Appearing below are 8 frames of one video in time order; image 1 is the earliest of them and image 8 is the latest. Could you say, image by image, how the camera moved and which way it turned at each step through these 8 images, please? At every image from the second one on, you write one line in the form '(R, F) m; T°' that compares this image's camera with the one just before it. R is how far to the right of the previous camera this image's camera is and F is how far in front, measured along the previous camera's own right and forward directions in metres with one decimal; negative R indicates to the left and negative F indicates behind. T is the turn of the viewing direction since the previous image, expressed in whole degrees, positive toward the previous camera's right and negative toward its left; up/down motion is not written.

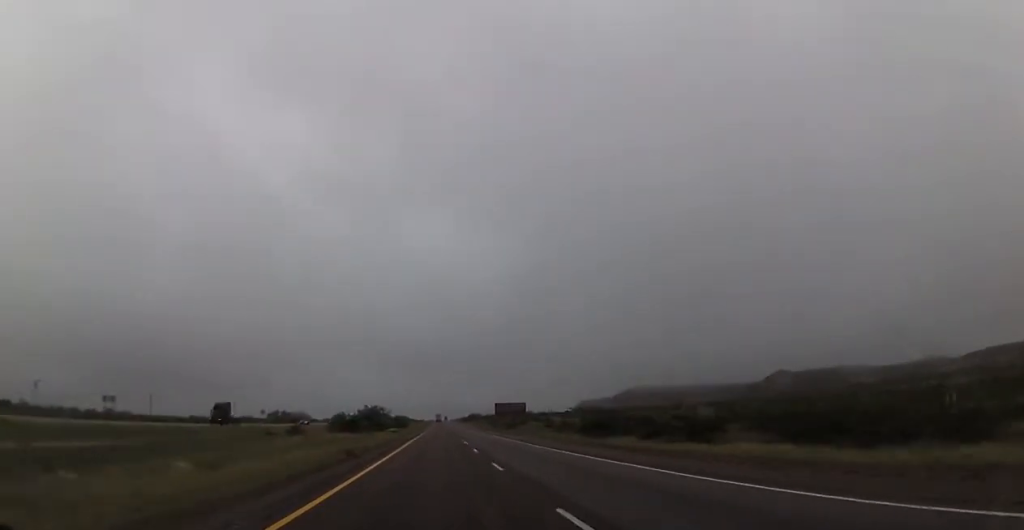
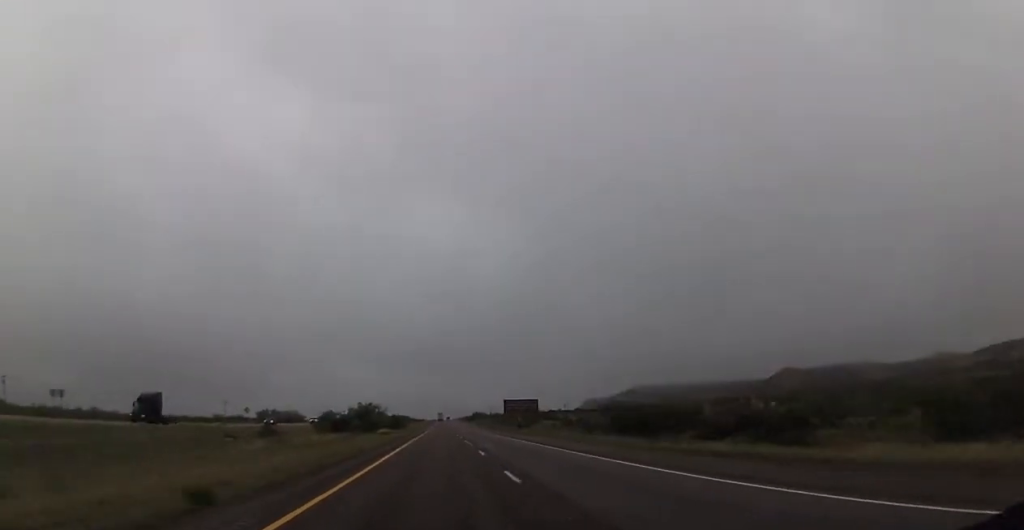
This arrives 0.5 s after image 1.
(+0.2, +16.3) m; 0°
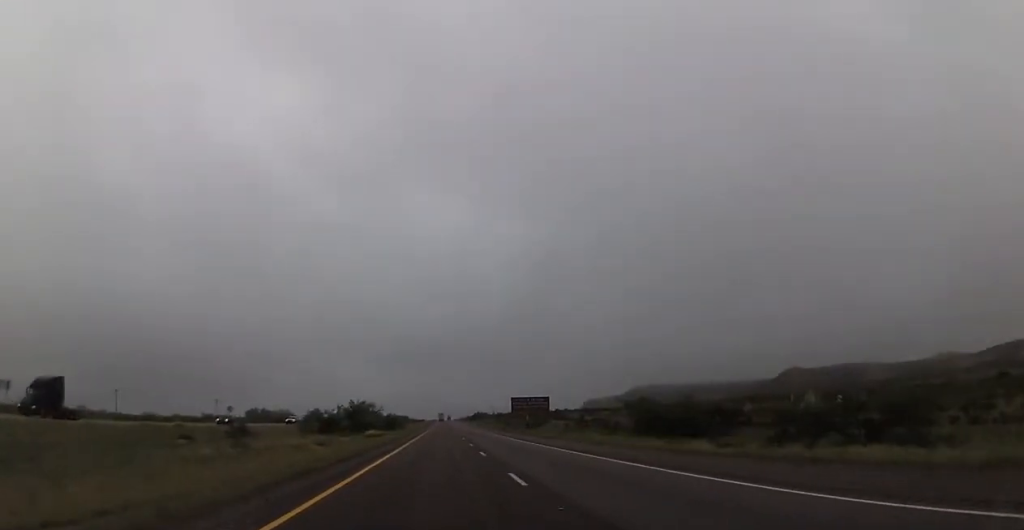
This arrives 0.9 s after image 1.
(-0.1, +13.0) m; 0°
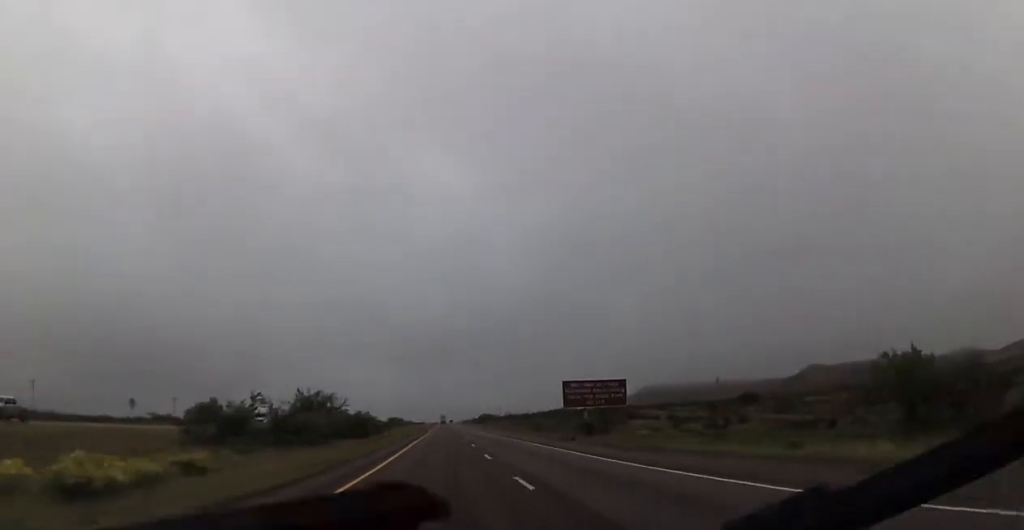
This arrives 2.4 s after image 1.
(-0.6, +49.0) m; -1°
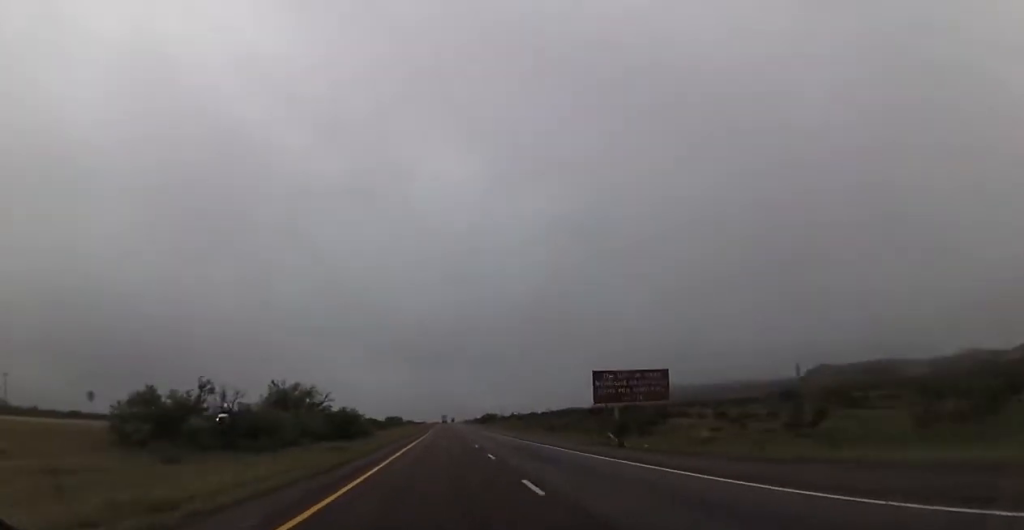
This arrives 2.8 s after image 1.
(0.0, +13.0) m; 0°
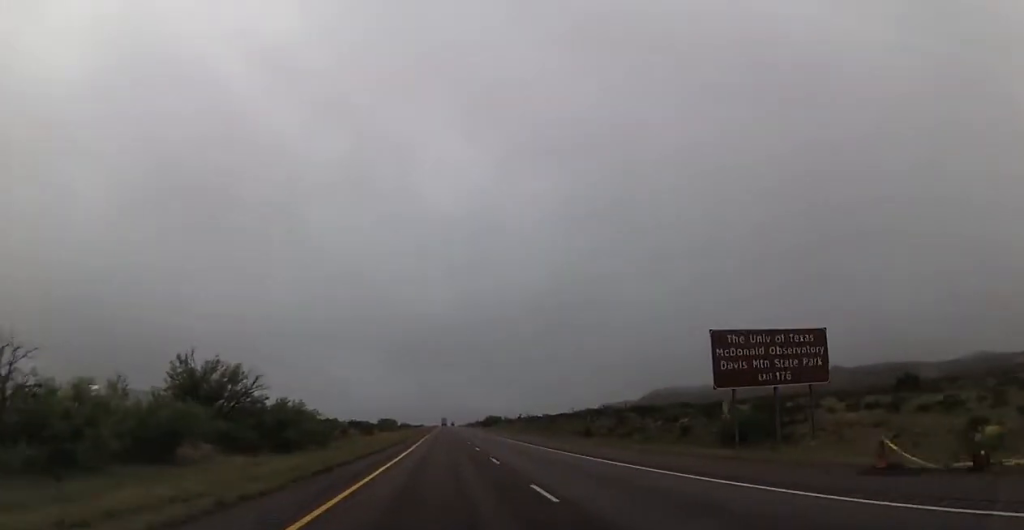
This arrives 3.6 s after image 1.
(0.0, +25.0) m; 0°
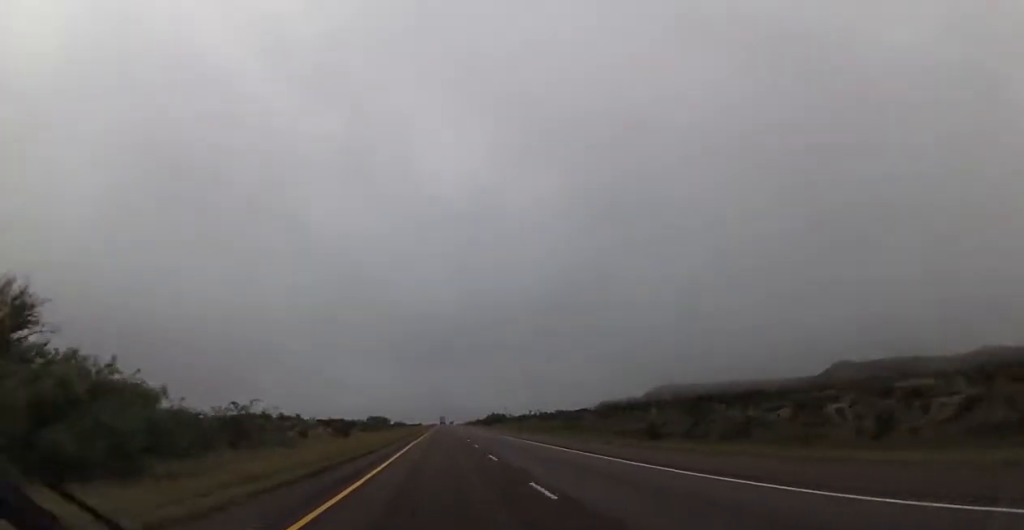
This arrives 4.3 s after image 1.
(0.0, +24.0) m; 0°
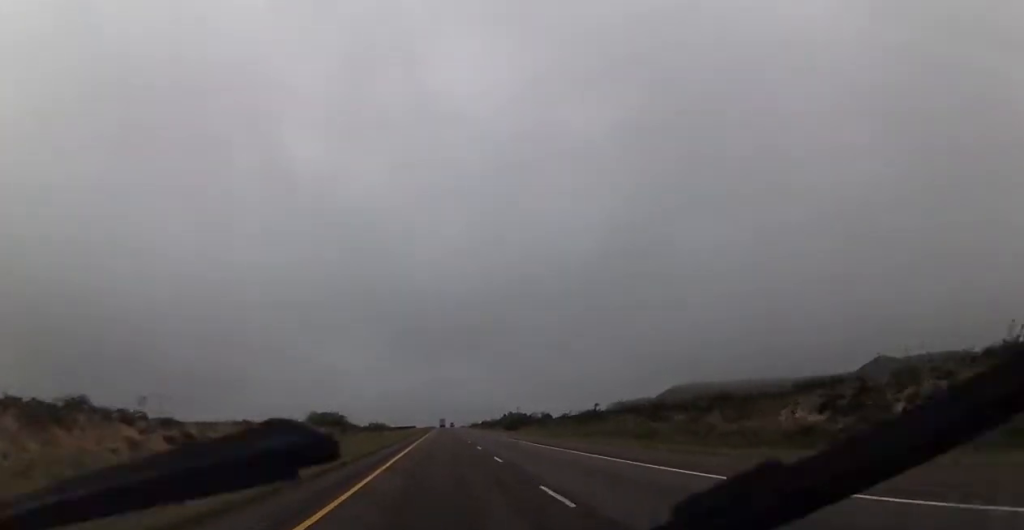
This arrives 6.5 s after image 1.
(0.0, +73.8) m; 0°
